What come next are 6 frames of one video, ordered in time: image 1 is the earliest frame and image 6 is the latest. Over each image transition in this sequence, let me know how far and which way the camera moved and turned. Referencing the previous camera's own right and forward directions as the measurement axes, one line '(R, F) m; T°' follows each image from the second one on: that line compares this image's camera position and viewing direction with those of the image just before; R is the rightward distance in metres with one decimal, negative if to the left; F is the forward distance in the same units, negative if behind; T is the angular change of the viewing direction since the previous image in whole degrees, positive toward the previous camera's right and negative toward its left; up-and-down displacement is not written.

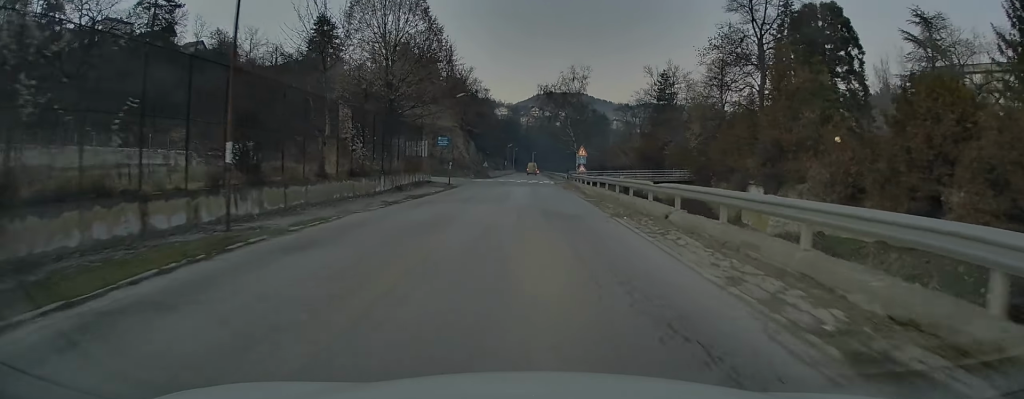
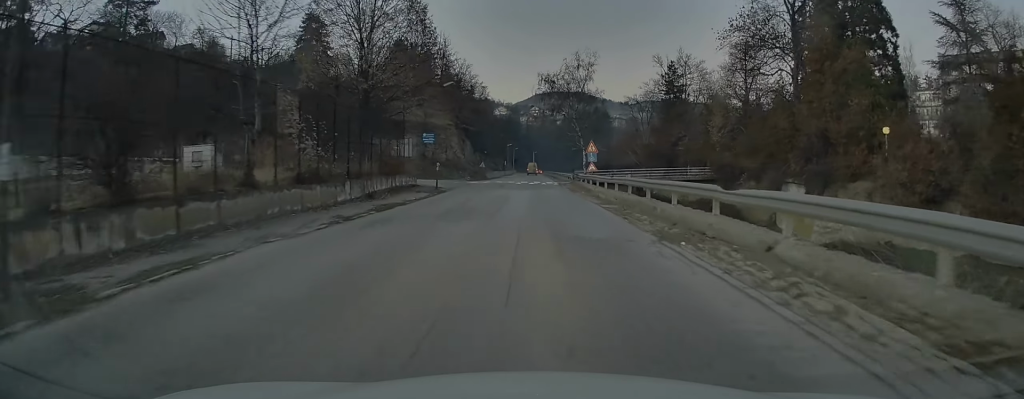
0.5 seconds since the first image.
(0.0, +6.4) m; 0°
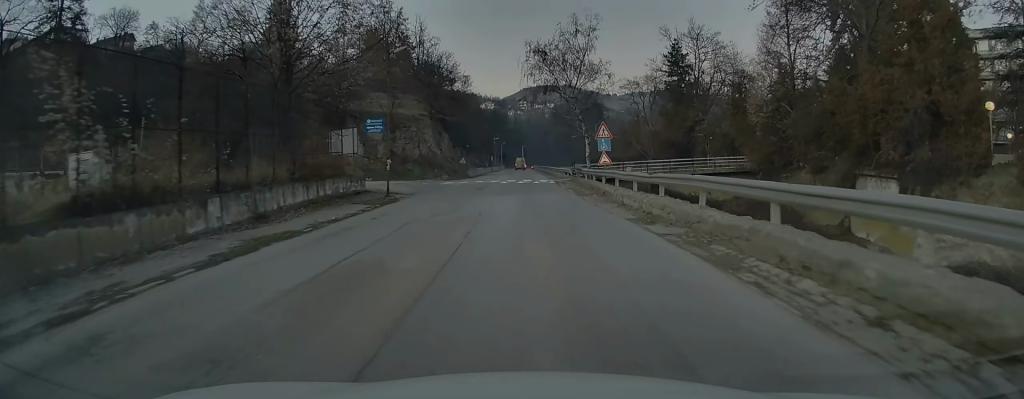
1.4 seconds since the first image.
(0.0, +10.7) m; +1°
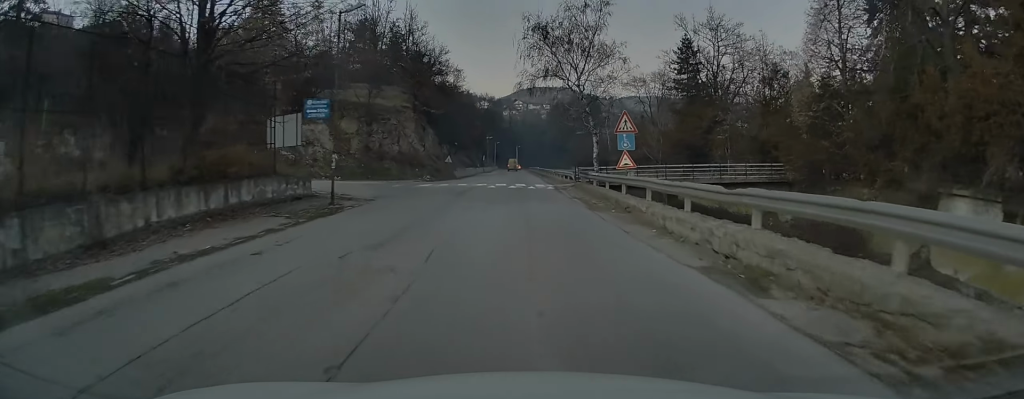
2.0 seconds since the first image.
(0.0, +6.8) m; +1°
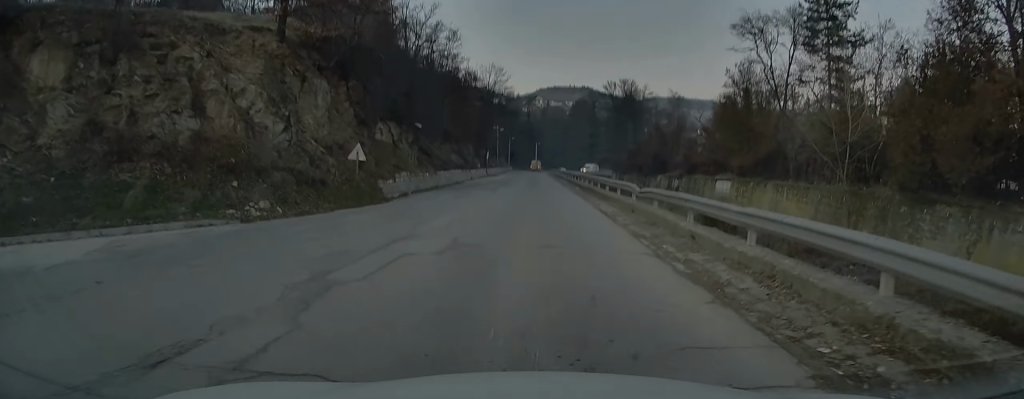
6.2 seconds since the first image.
(-0.2, +31.7) m; -3°
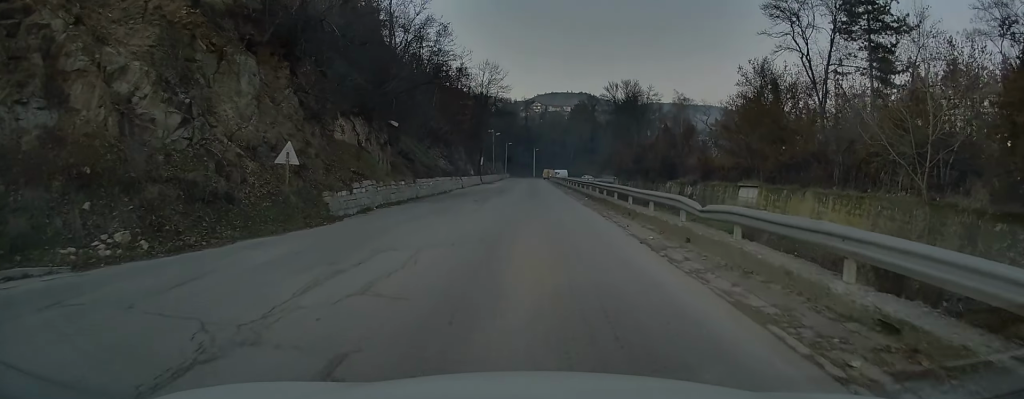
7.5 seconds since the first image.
(0.0, +6.5) m; +2°
